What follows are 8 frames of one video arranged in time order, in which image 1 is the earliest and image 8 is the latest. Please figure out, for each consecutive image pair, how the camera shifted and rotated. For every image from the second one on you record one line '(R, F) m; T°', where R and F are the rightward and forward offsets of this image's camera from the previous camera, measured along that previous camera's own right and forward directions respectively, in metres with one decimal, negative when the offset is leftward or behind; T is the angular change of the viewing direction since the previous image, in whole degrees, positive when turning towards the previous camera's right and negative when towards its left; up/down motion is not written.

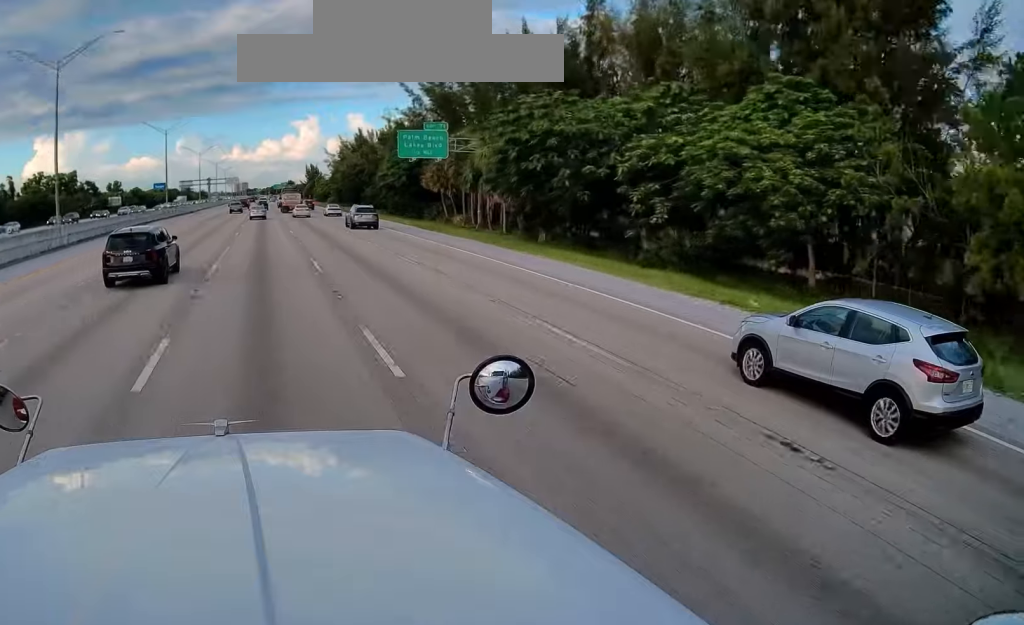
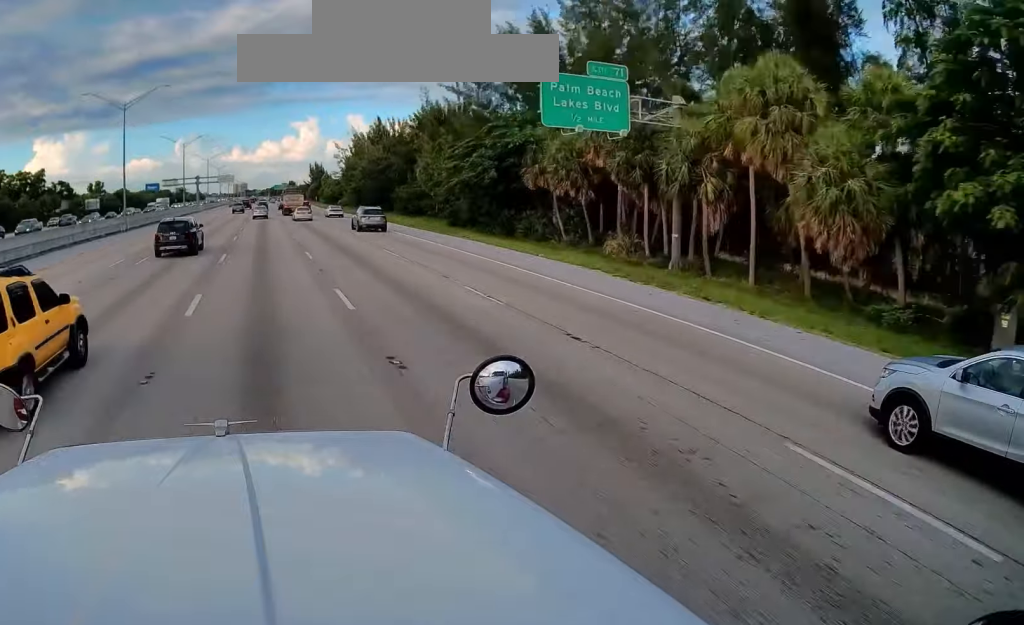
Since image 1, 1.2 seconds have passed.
(+0.1, +31.3) m; +1°
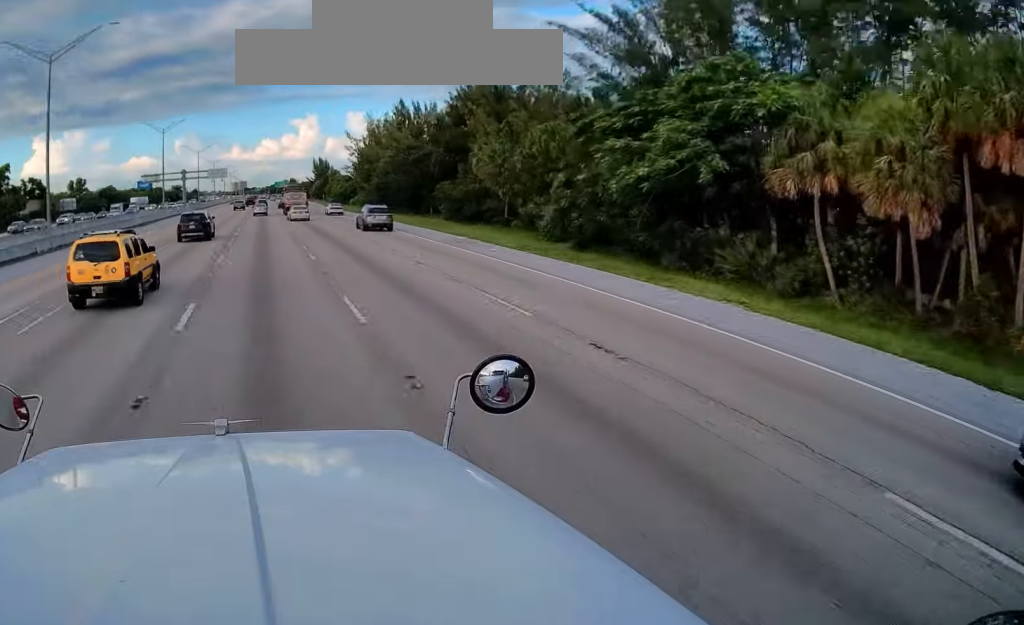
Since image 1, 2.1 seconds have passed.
(+0.1, +25.9) m; 0°
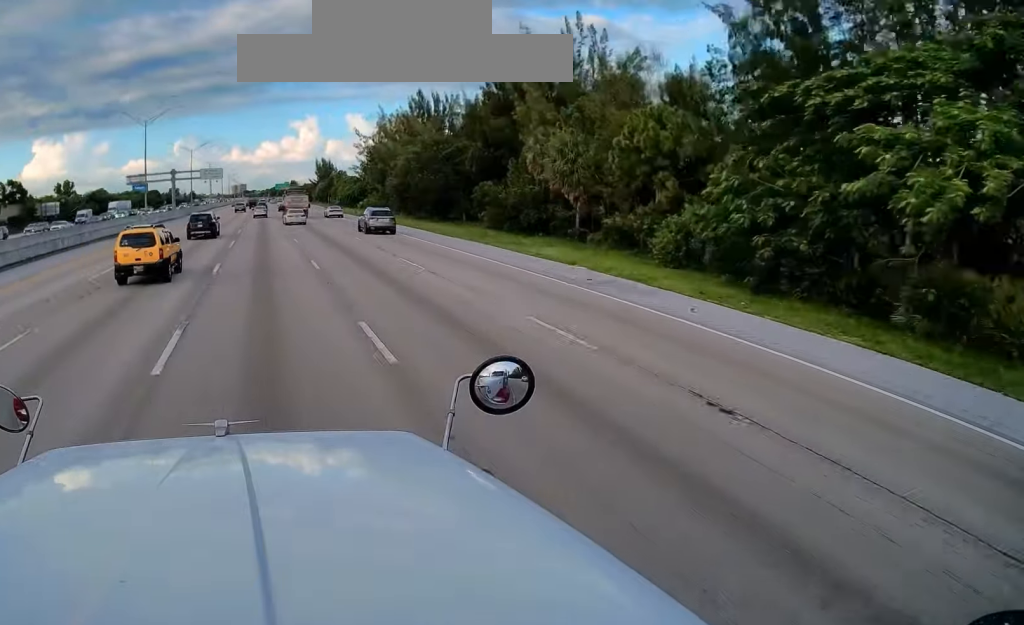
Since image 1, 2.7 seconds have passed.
(0.0, +15.1) m; 0°
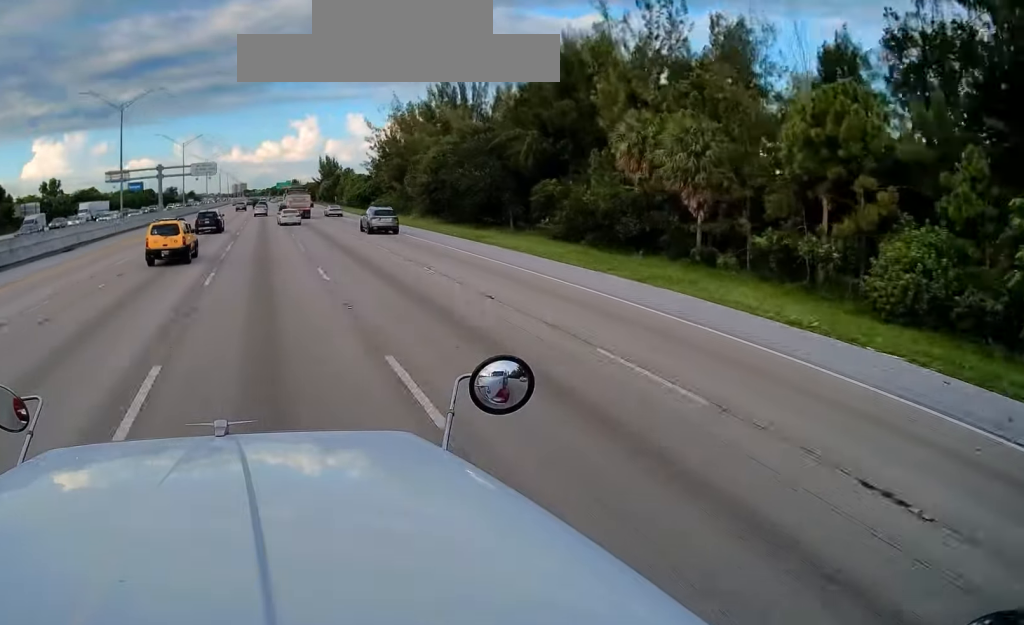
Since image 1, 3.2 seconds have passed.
(-0.2, +14.1) m; 0°
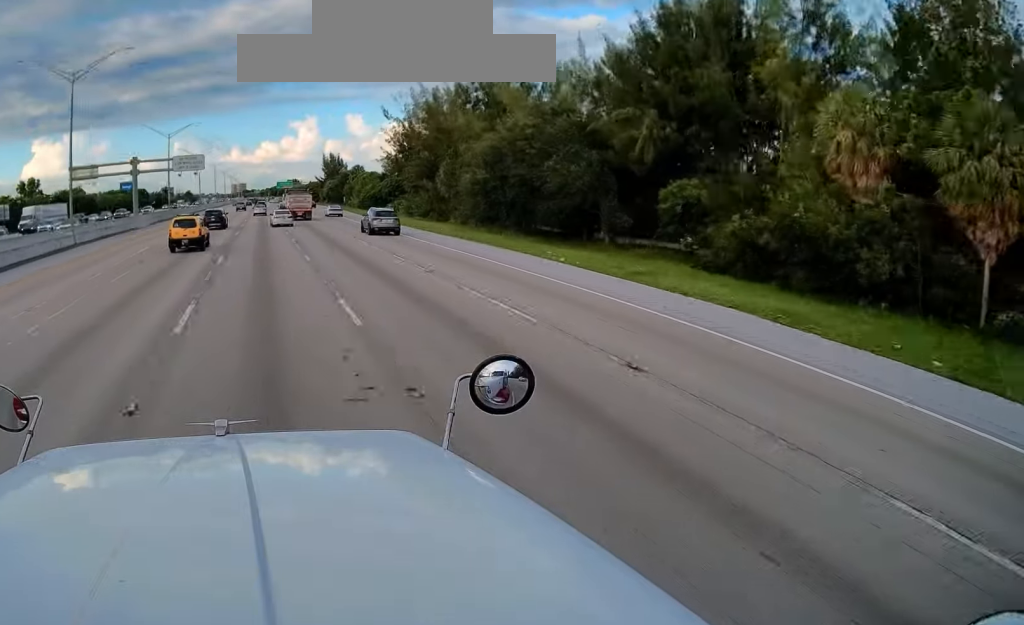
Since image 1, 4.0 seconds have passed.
(+0.1, +19.2) m; 0°
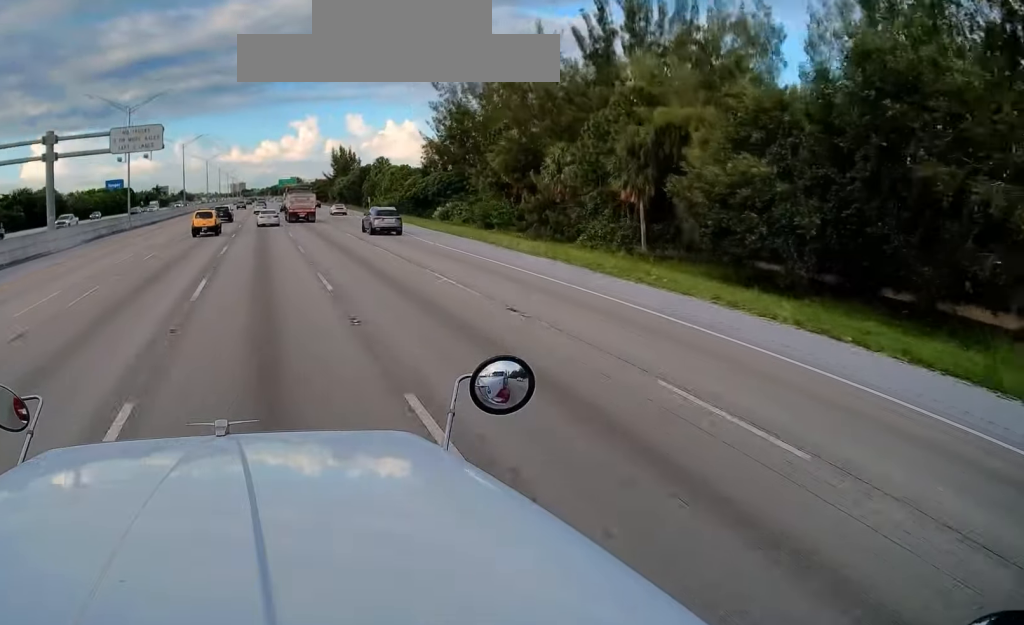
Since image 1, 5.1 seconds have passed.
(+0.2, +30.2) m; 0°
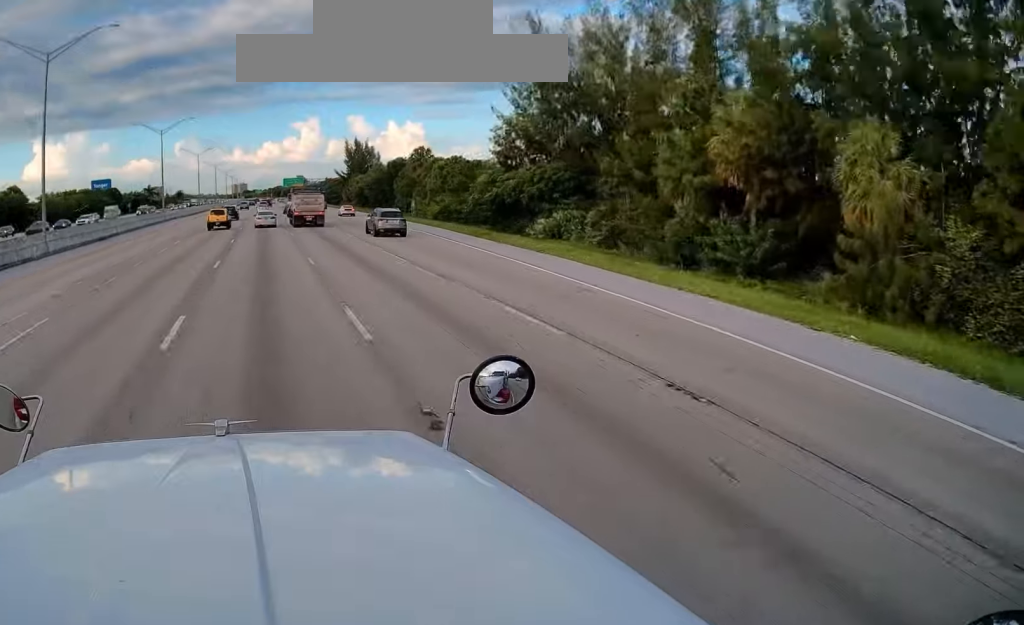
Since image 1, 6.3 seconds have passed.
(0.0, +29.4) m; 0°
